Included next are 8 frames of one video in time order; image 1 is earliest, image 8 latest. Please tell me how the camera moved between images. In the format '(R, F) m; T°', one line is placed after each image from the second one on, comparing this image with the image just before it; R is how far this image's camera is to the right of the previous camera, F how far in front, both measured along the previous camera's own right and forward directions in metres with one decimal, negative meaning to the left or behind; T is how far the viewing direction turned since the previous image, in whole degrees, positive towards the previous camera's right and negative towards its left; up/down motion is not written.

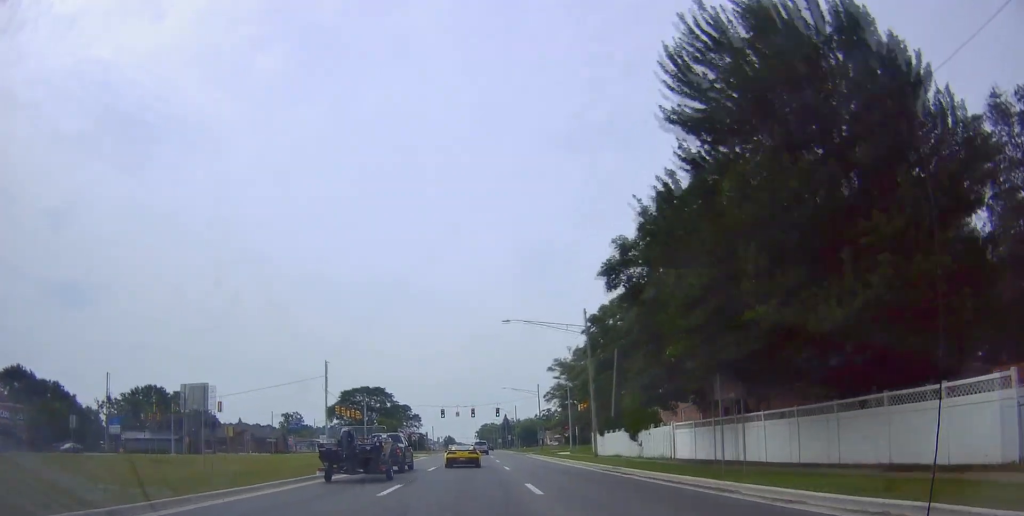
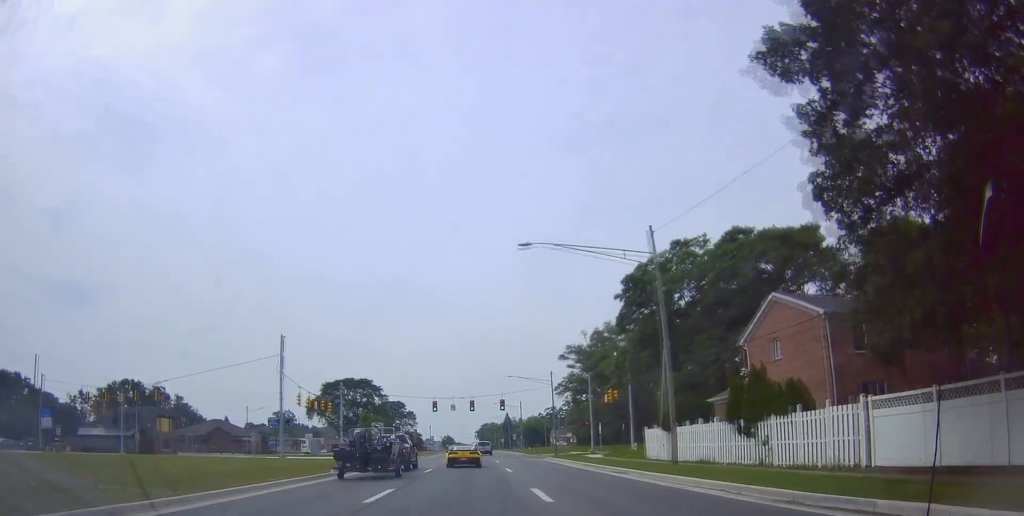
(+0.3, +16.7) m; +1°
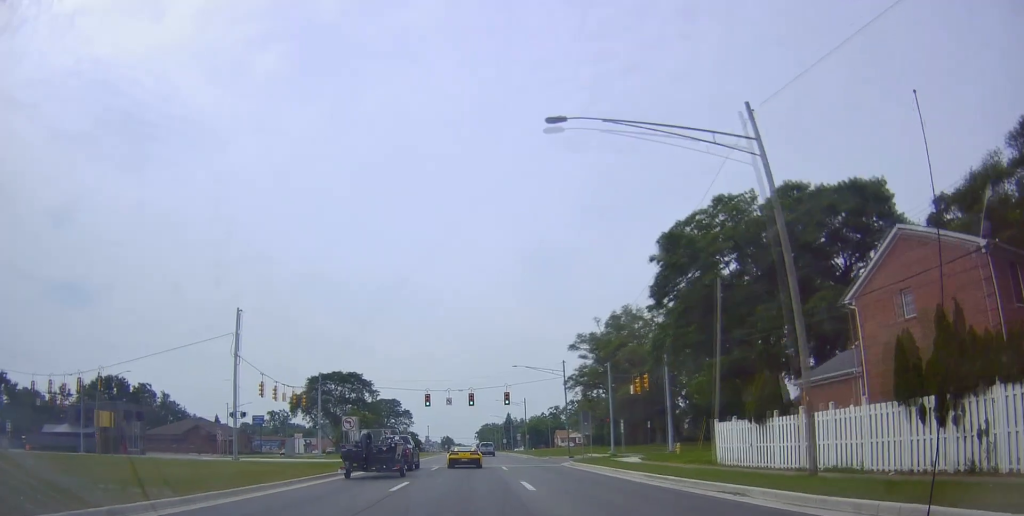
(0.0, +11.1) m; -1°
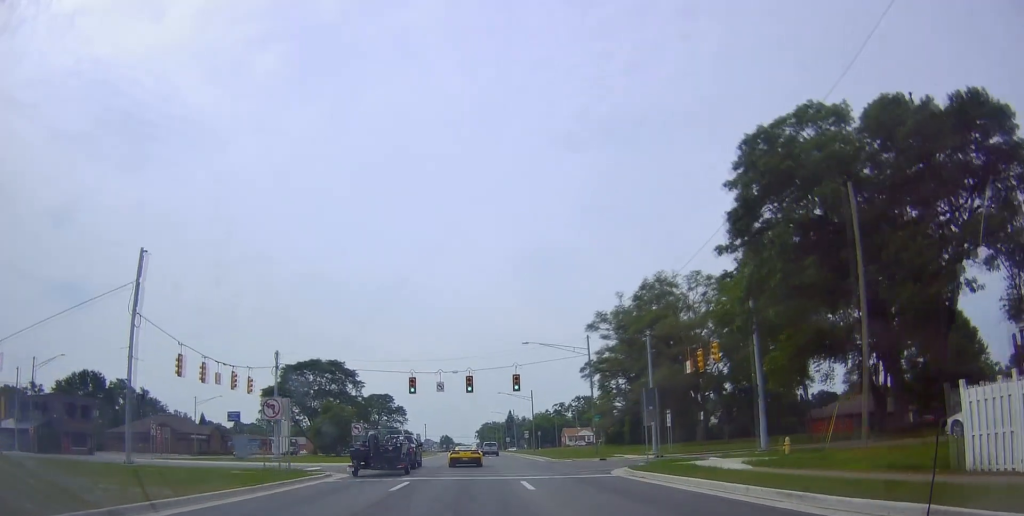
(-0.2, +15.0) m; -1°
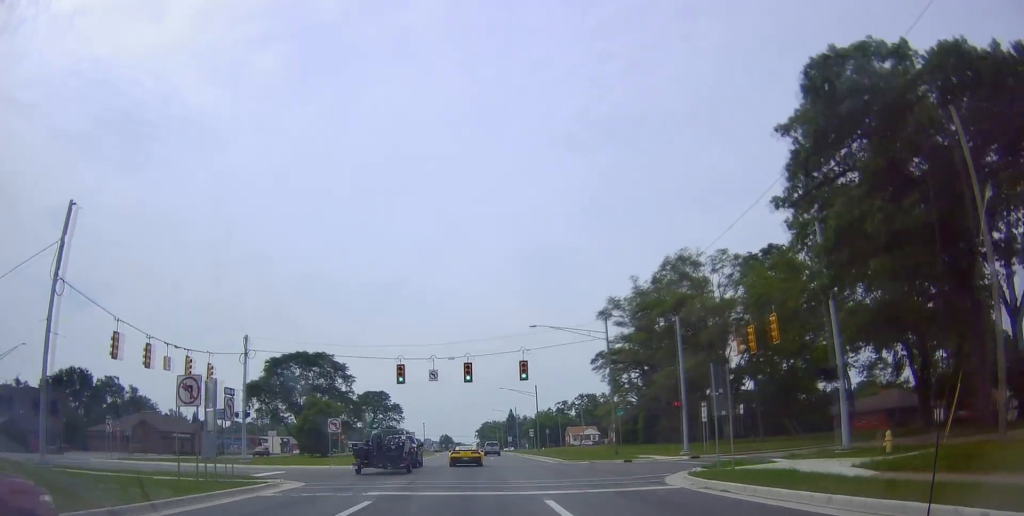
(-0.3, +7.4) m; 0°
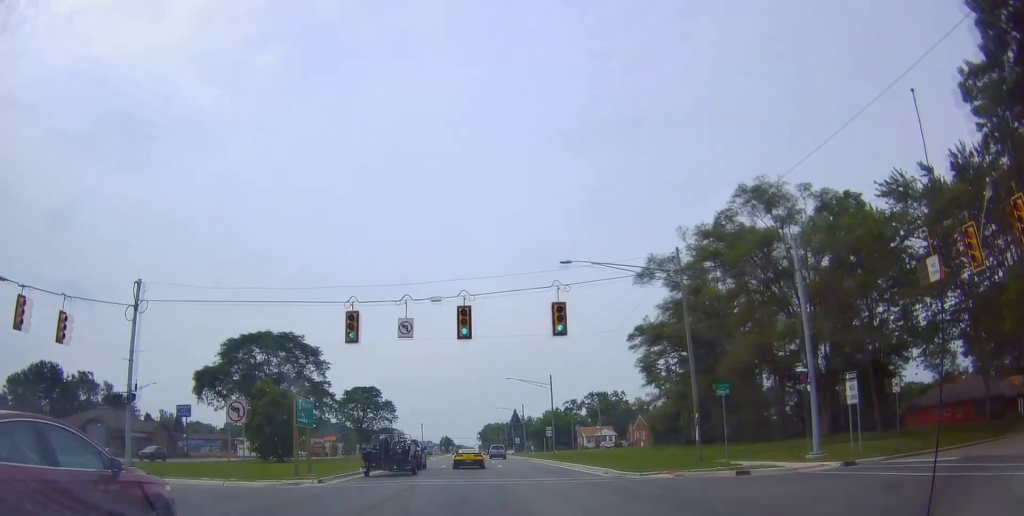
(+0.4, +16.5) m; +2°
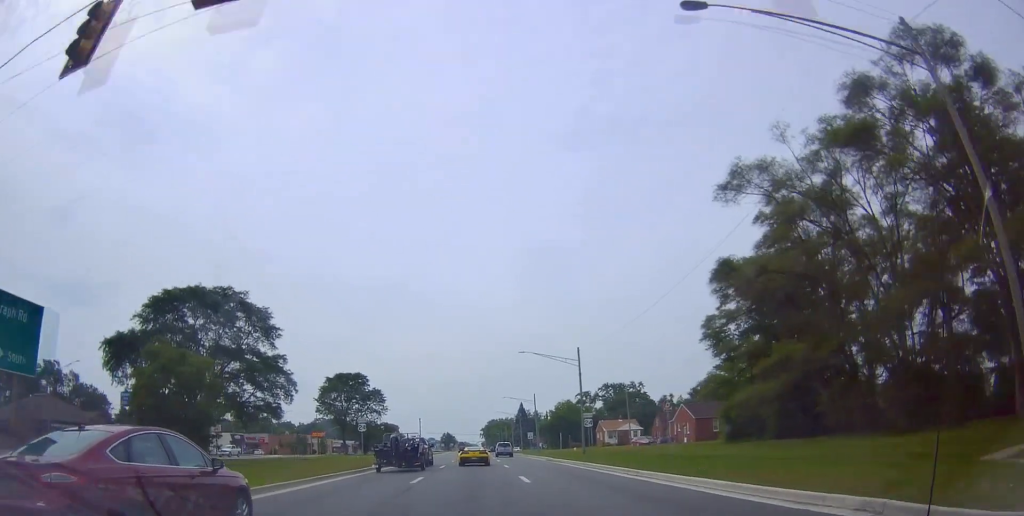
(+0.2, +19.3) m; +1°
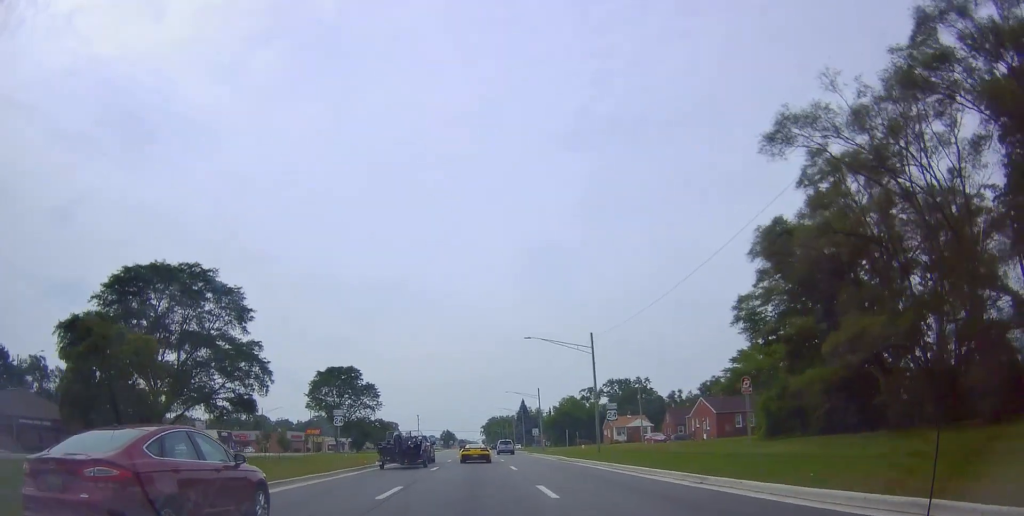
(0.0, +6.8) m; 0°
